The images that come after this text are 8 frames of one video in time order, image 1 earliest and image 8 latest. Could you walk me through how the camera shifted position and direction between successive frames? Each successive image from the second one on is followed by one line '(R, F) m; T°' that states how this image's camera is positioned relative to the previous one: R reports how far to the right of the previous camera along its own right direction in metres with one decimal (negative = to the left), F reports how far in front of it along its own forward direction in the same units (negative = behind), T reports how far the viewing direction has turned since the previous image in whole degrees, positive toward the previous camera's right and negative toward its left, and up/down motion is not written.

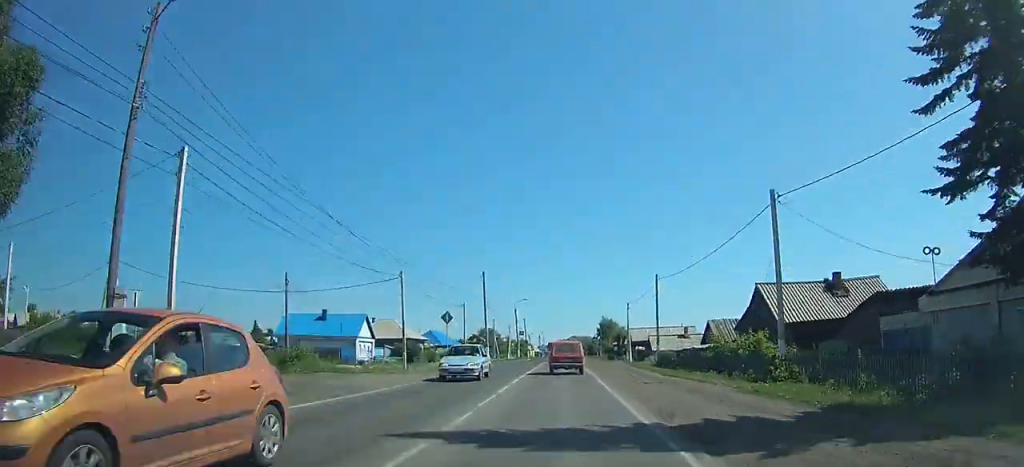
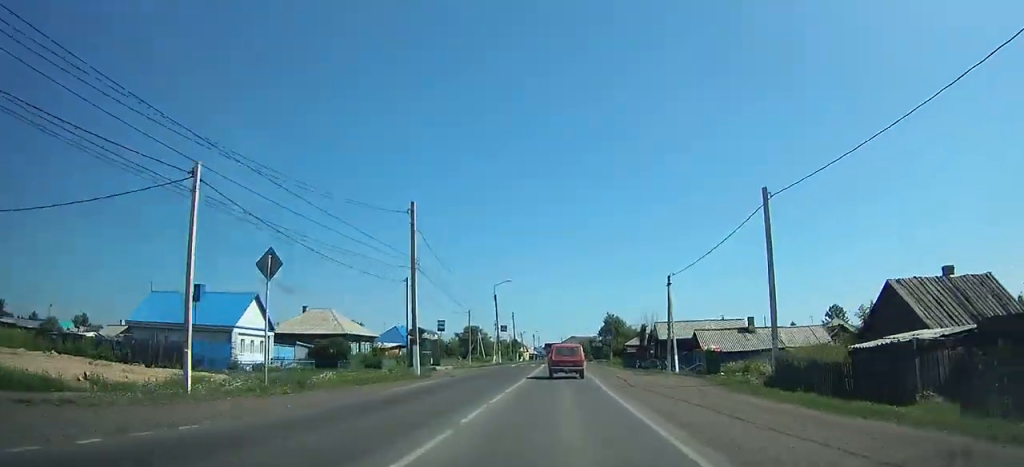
(+1.1, +27.1) m; +3°
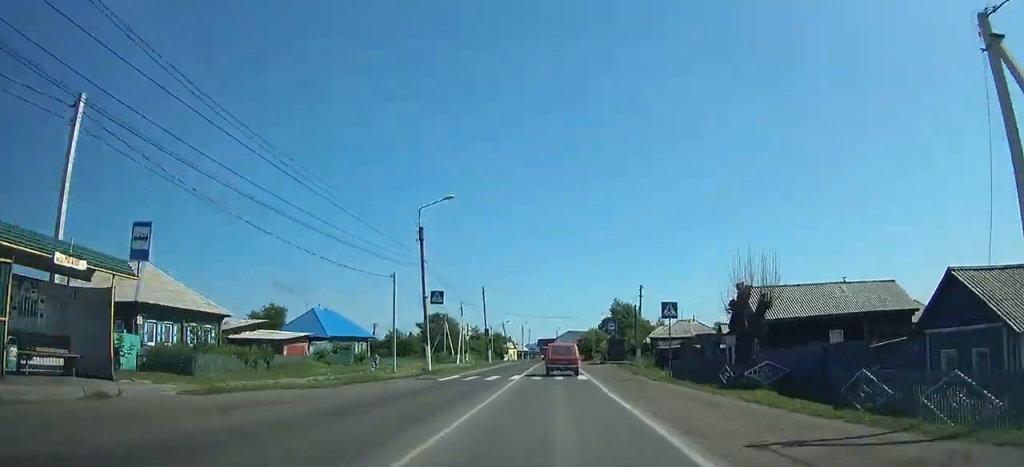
(+0.5, +34.8) m; -13°
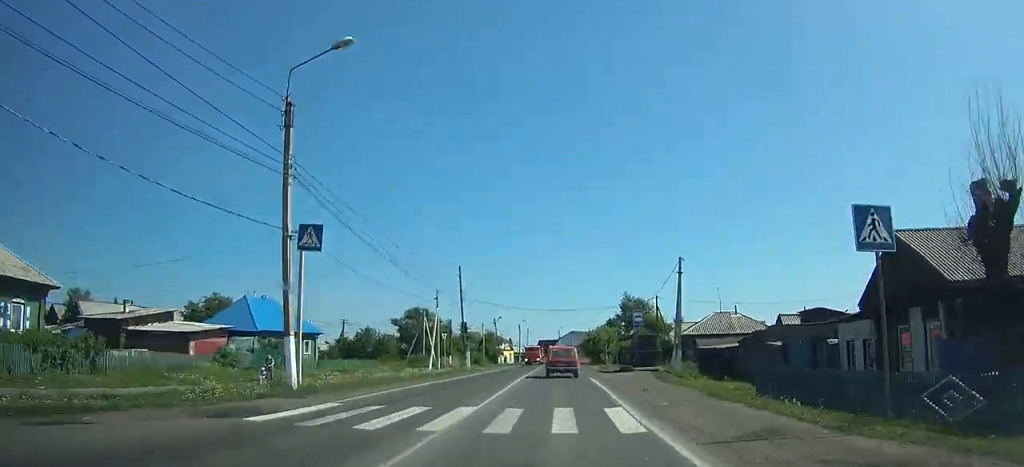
(+3.9, +16.0) m; -16°
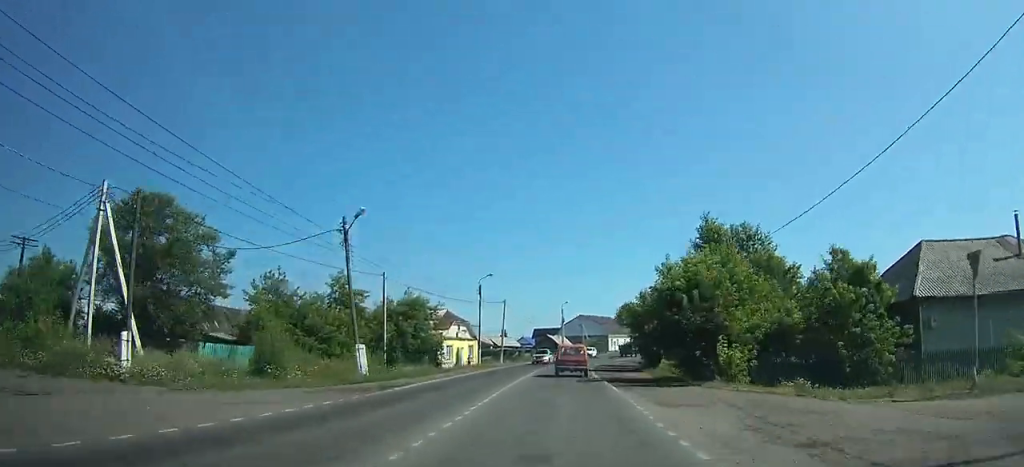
(-4.1, +46.7) m; +34°
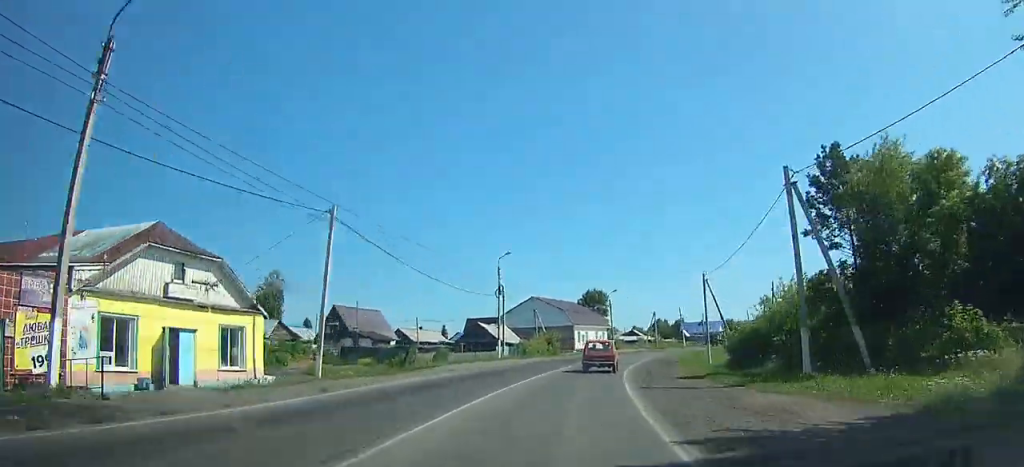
(+15.7, +52.6) m; +10°
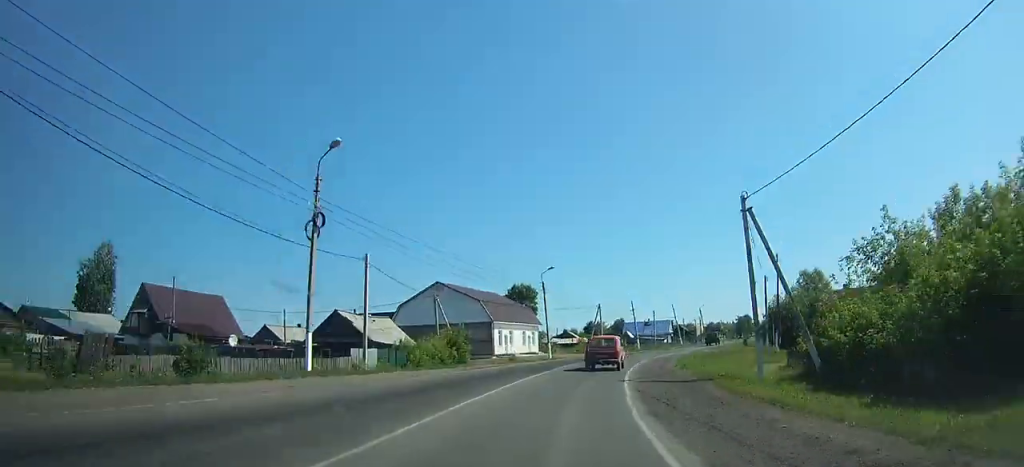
(-5.8, +25.5) m; +1°
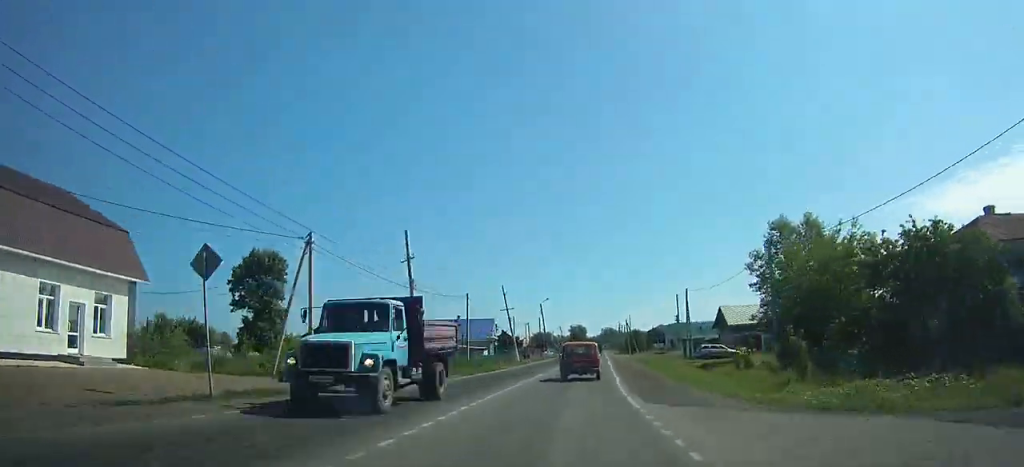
(+9.3, +65.2) m; +14°
